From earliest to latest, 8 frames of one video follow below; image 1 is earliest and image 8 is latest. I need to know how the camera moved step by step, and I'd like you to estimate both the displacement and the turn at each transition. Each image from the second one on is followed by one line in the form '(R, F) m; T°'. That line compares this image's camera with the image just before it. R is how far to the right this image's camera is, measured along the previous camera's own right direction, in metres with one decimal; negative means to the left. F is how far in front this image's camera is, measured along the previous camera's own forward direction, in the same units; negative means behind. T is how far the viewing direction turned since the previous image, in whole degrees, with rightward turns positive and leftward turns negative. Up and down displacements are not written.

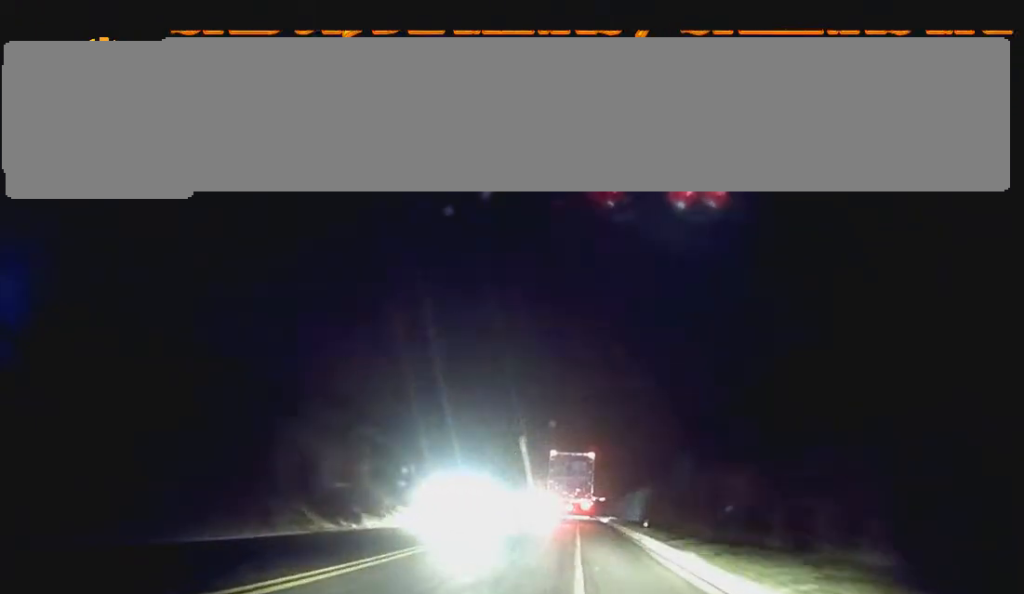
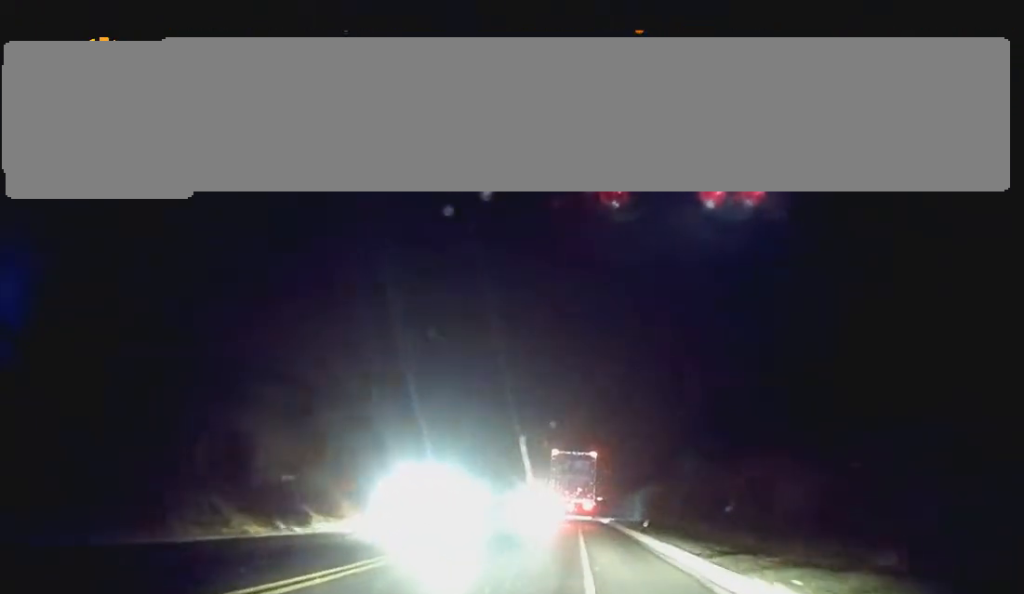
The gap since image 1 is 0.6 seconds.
(+0.1, +8.2) m; +1°
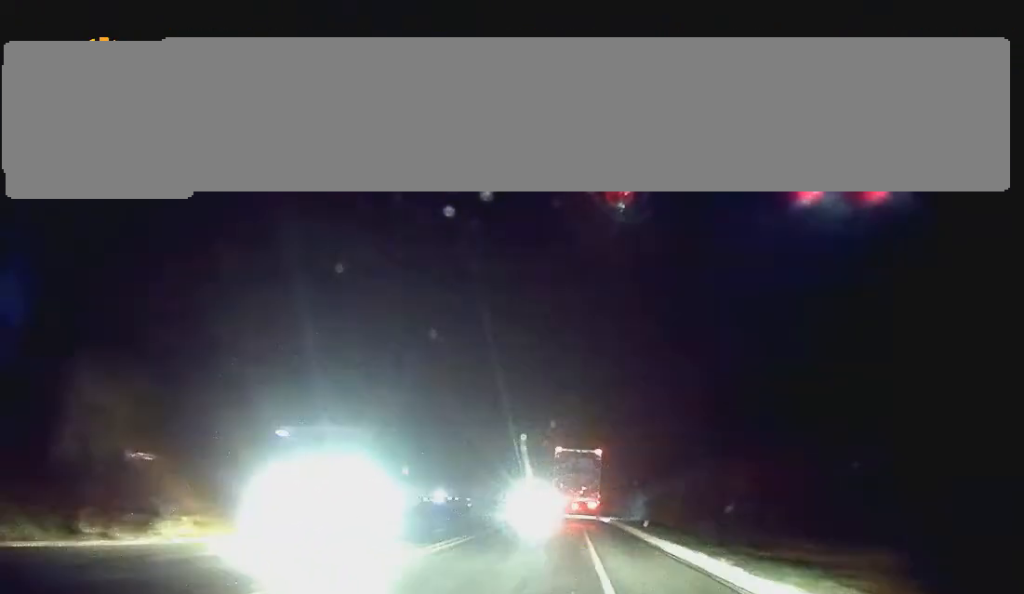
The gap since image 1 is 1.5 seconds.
(+0.1, +12.8) m; +1°
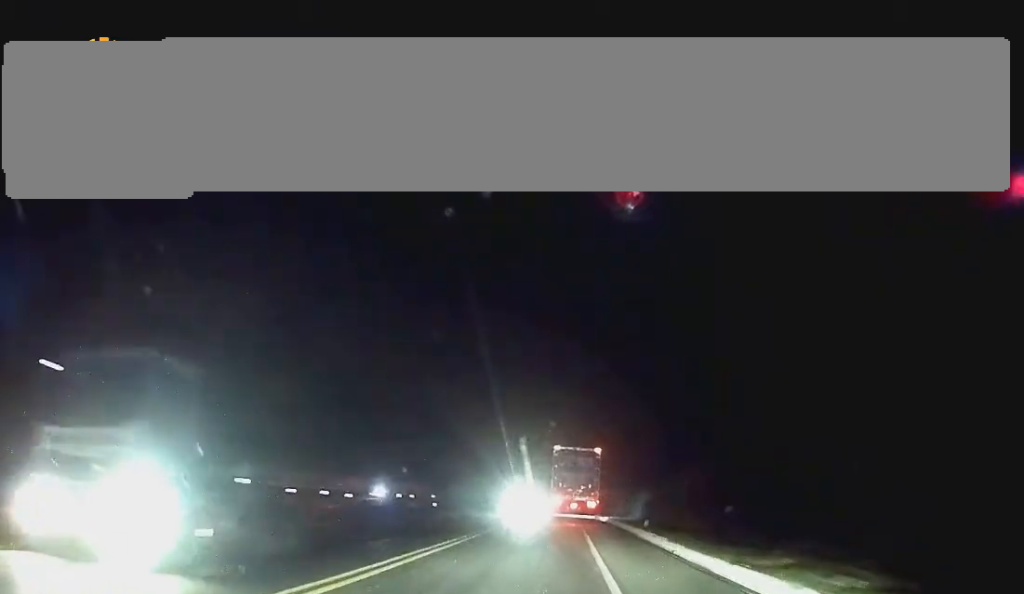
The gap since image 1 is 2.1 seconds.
(0.0, +8.7) m; 0°
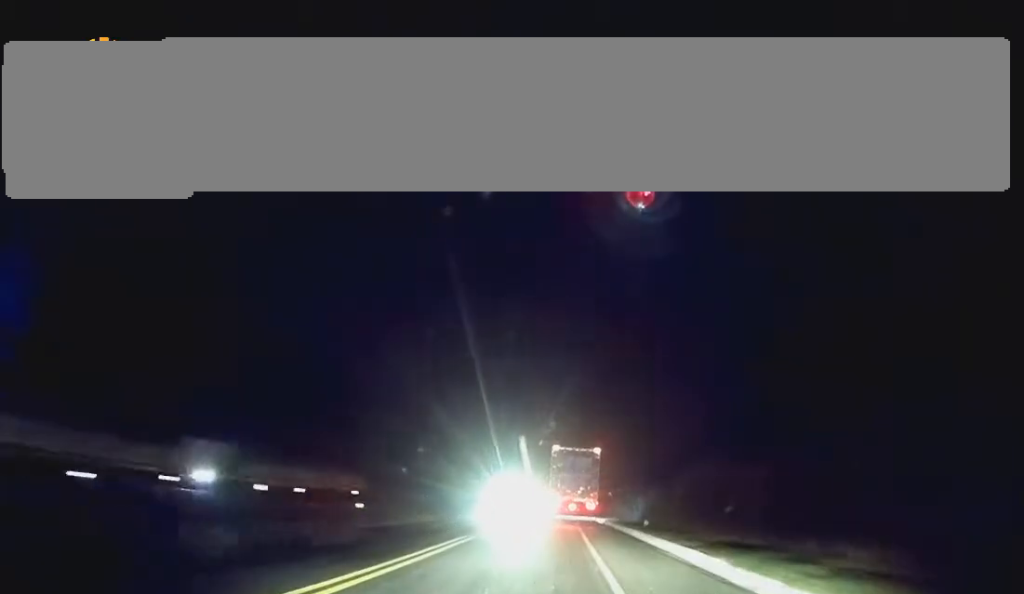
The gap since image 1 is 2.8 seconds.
(+0.1, +10.3) m; +1°
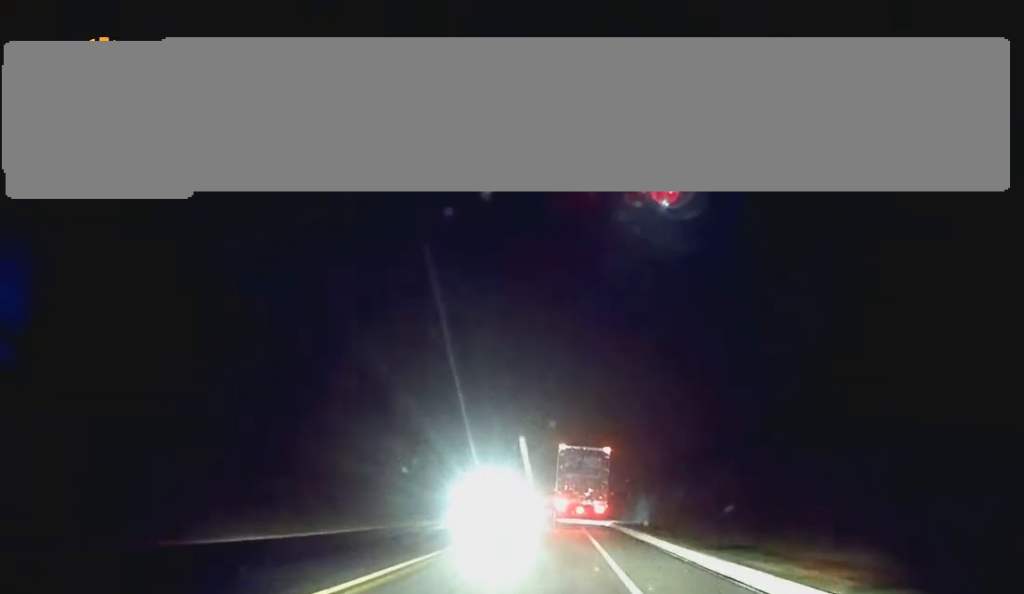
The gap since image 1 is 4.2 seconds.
(+0.1, +23.6) m; 0°
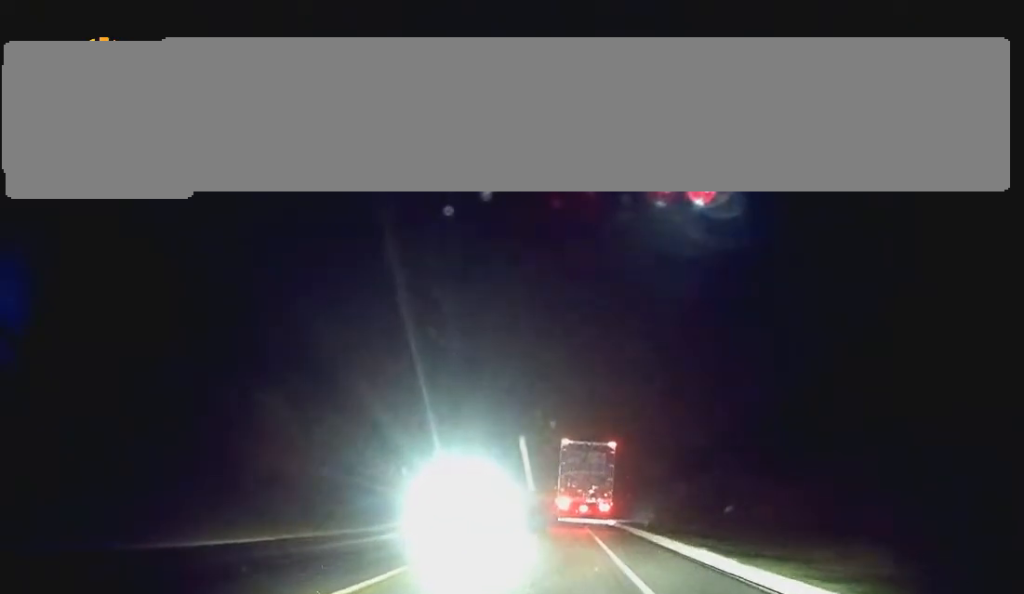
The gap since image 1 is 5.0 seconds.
(-0.1, +13.7) m; 0°
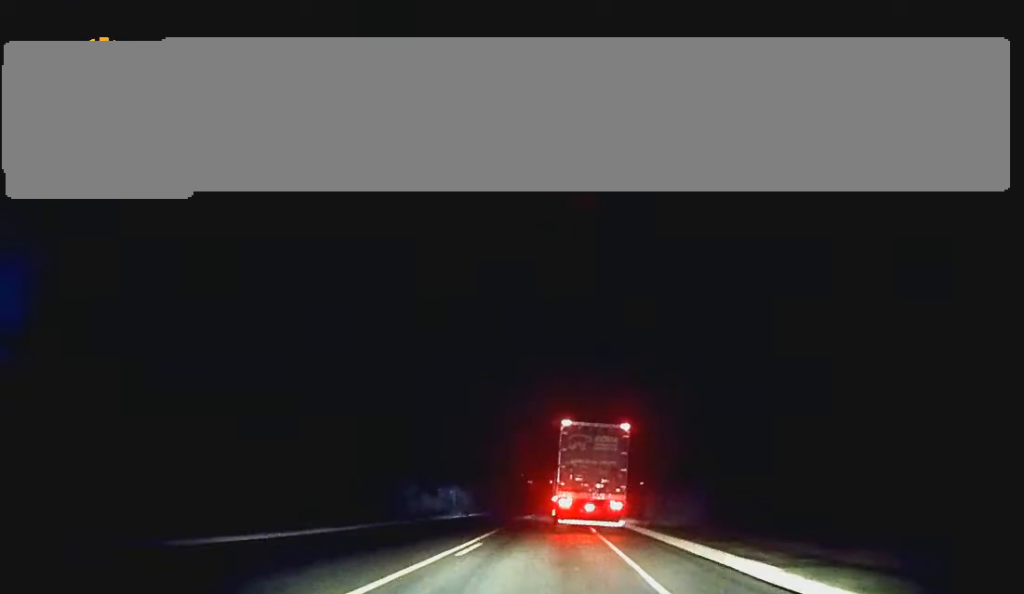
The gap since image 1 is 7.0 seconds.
(+0.2, +39.9) m; 0°
